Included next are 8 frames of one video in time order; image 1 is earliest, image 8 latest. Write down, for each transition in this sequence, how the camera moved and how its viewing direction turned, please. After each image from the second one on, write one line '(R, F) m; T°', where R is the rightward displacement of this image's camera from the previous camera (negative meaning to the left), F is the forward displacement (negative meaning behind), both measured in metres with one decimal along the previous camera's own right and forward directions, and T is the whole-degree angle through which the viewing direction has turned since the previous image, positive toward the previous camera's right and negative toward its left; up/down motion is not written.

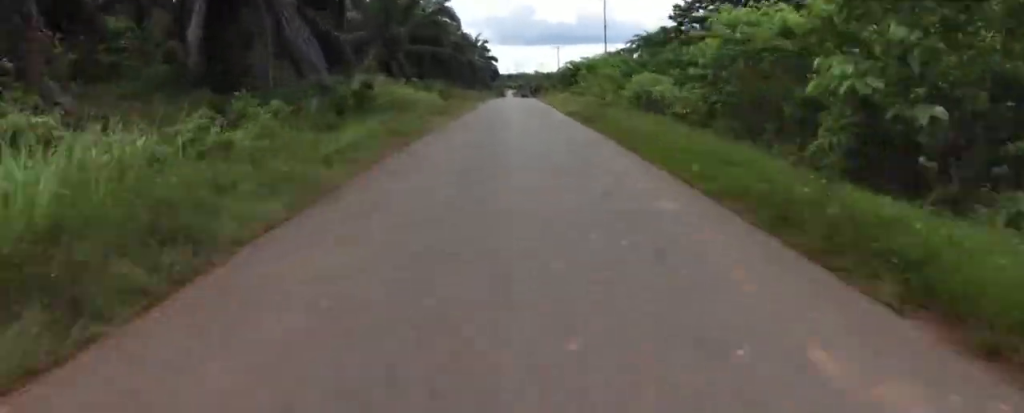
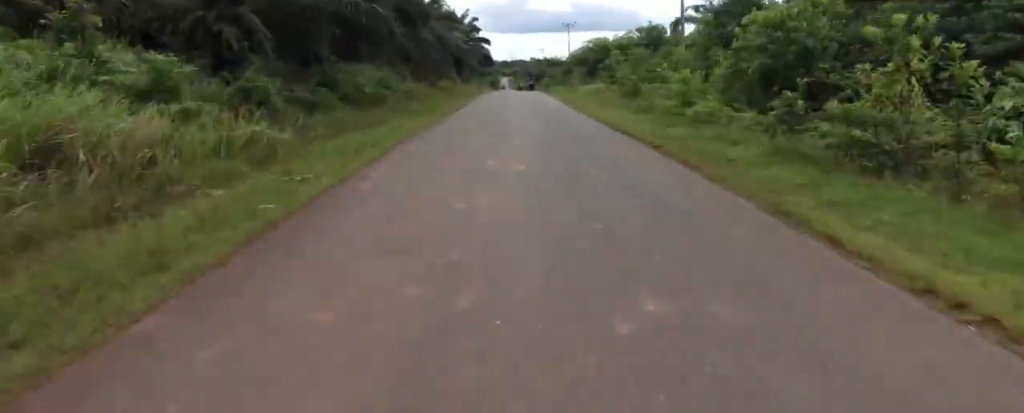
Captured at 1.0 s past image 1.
(+0.1, +26.0) m; +3°
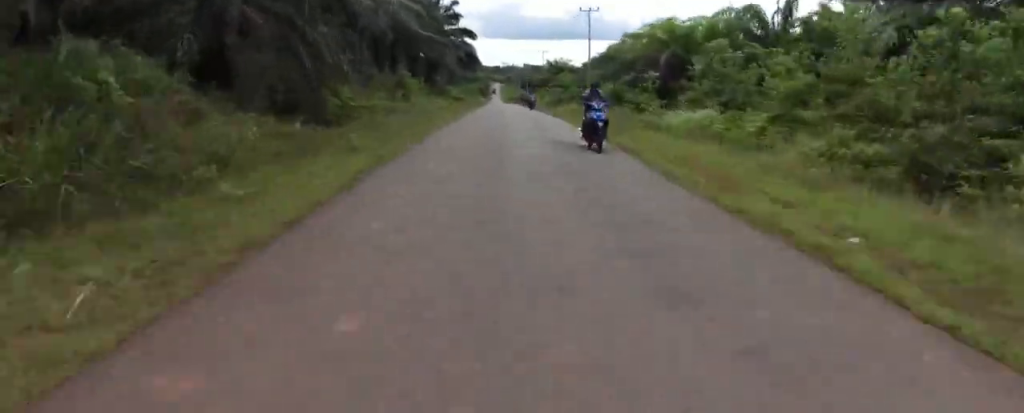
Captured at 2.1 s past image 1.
(+1.2, +28.3) m; -1°
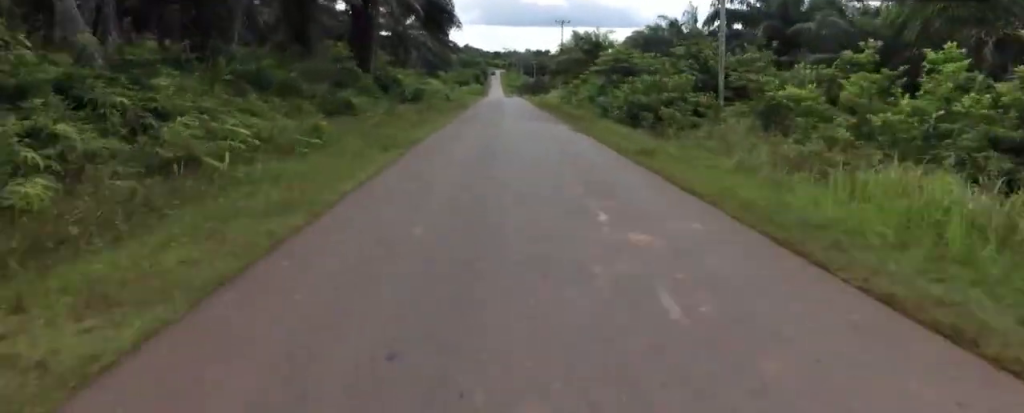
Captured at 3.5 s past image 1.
(-1.8, +36.9) m; -2°
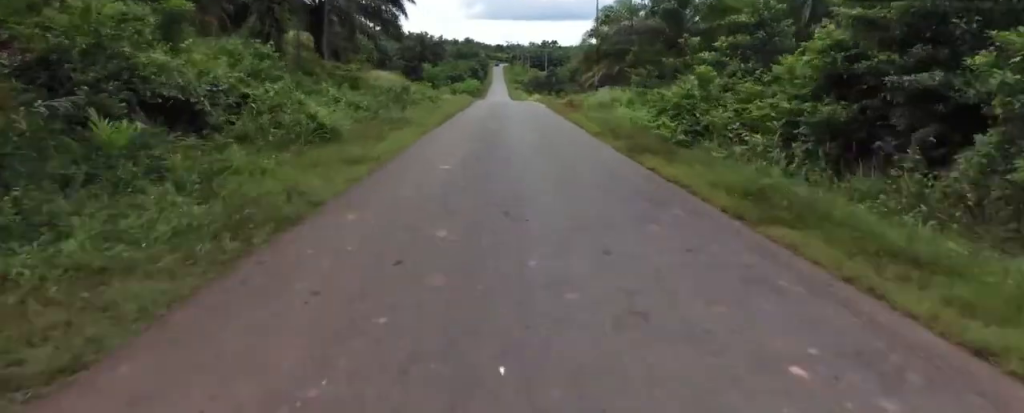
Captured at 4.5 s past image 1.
(+0.3, +28.2) m; +1°
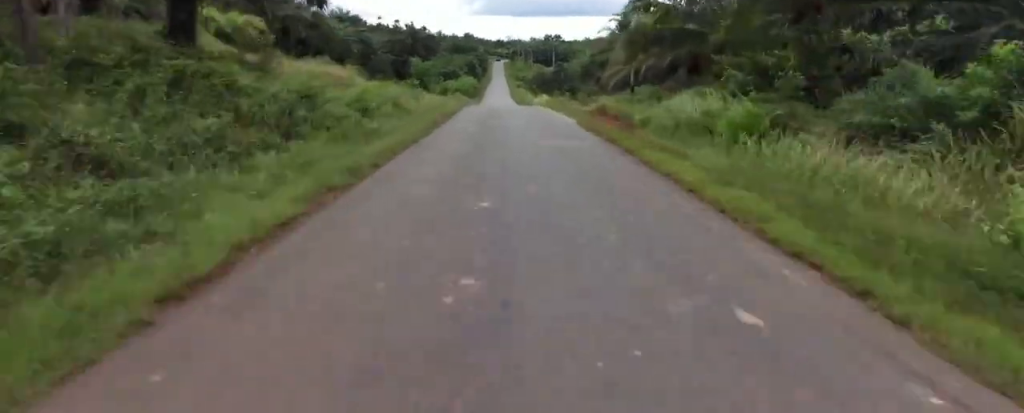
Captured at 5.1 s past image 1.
(+0.1, +14.6) m; 0°
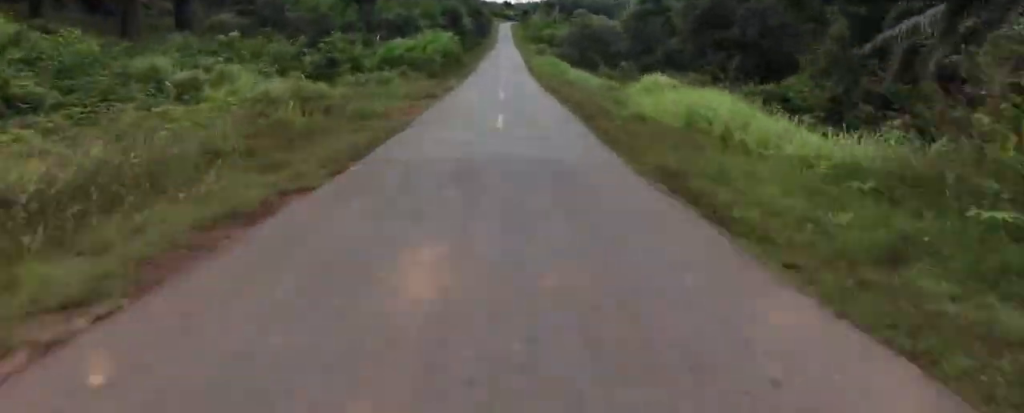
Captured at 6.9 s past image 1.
(0.0, +50.4) m; -1°
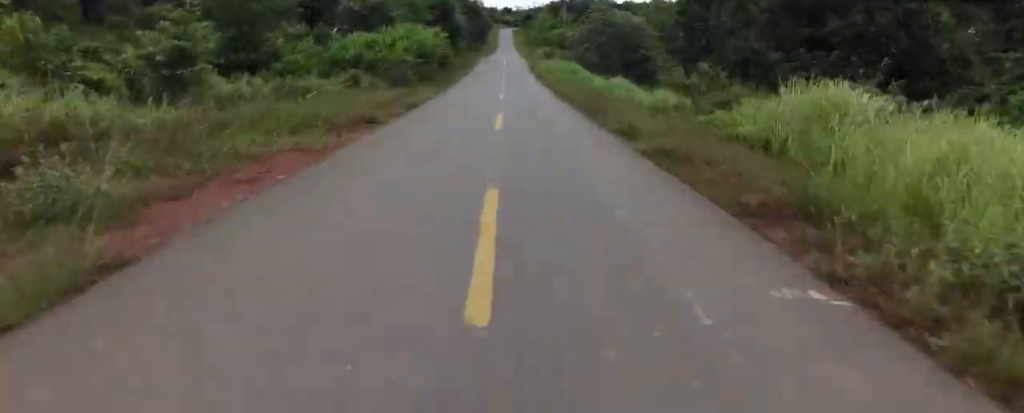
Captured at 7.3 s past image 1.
(-0.1, +9.2) m; 0°
